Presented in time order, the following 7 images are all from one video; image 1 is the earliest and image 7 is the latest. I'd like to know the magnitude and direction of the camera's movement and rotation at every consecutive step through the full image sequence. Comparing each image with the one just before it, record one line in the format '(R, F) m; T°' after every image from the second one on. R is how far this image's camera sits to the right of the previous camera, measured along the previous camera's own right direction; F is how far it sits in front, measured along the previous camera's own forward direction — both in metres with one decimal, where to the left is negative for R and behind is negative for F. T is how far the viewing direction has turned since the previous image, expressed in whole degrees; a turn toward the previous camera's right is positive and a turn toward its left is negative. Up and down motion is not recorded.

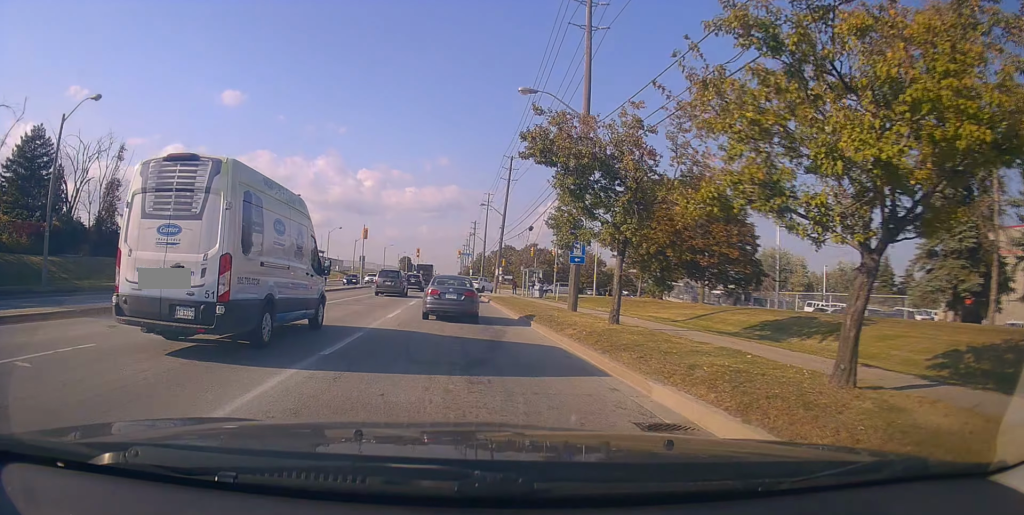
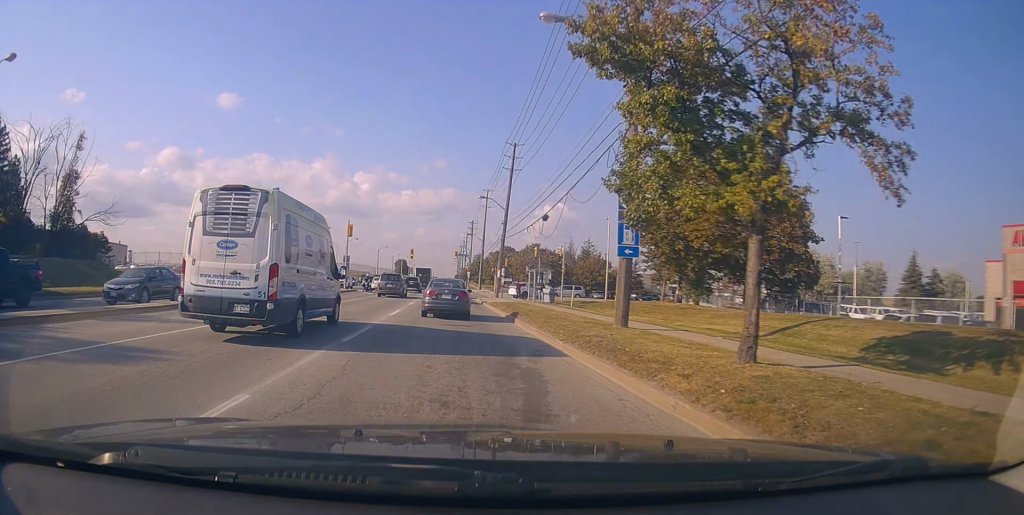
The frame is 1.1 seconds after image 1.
(-0.3, +6.6) m; -1°
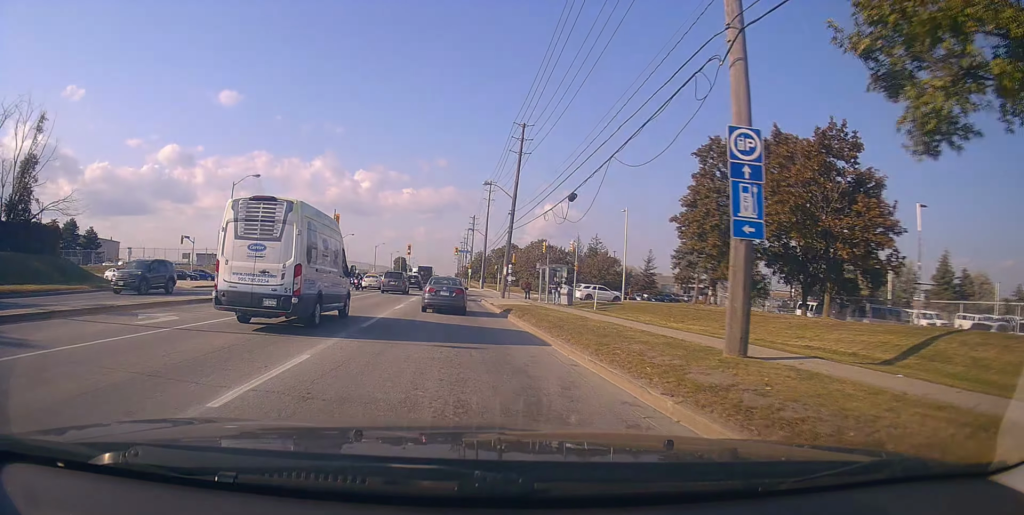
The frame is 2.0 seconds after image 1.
(+0.2, +6.1) m; +2°
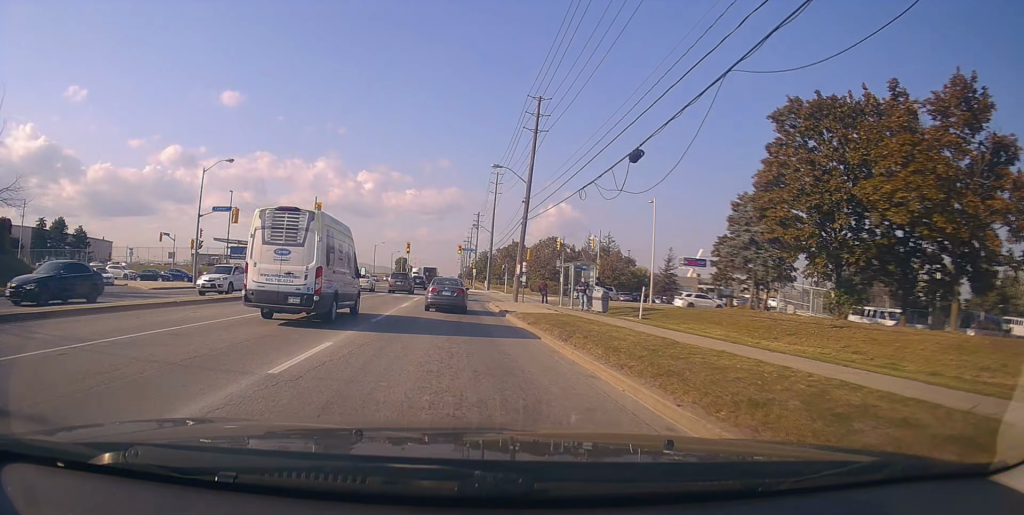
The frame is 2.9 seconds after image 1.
(+0.2, +7.2) m; +1°
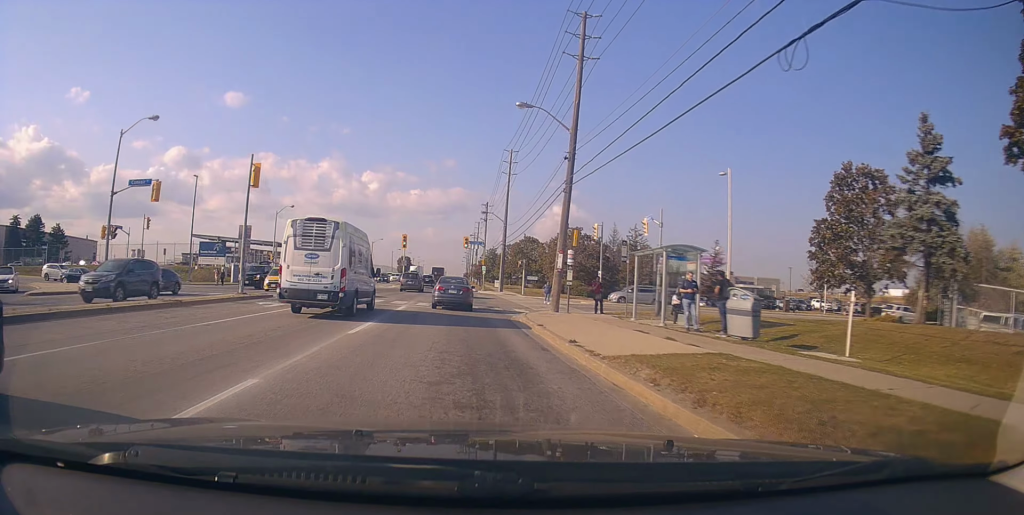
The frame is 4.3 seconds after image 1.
(-0.3, +13.2) m; -1°
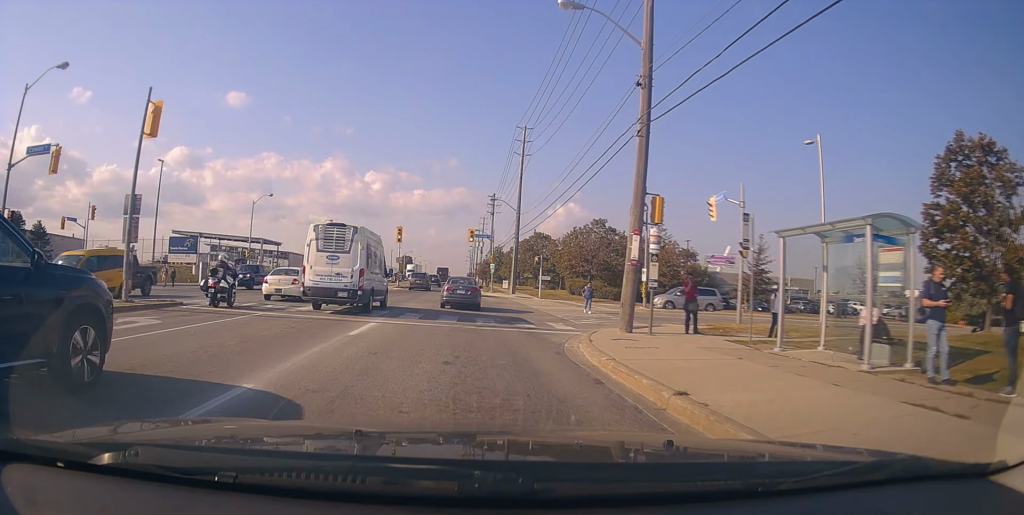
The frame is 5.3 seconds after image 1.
(+0.2, +9.9) m; 0°
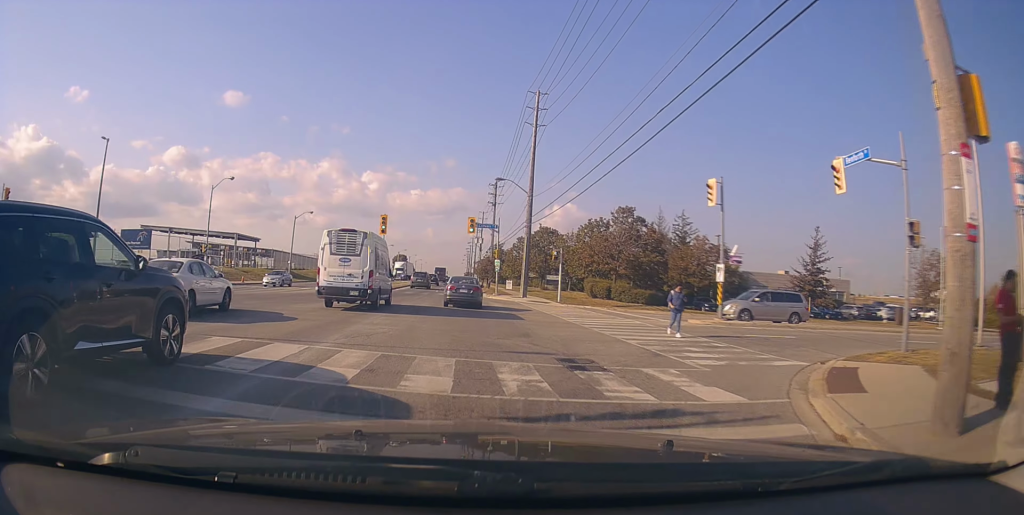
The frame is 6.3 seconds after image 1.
(-0.1, +10.5) m; -1°
